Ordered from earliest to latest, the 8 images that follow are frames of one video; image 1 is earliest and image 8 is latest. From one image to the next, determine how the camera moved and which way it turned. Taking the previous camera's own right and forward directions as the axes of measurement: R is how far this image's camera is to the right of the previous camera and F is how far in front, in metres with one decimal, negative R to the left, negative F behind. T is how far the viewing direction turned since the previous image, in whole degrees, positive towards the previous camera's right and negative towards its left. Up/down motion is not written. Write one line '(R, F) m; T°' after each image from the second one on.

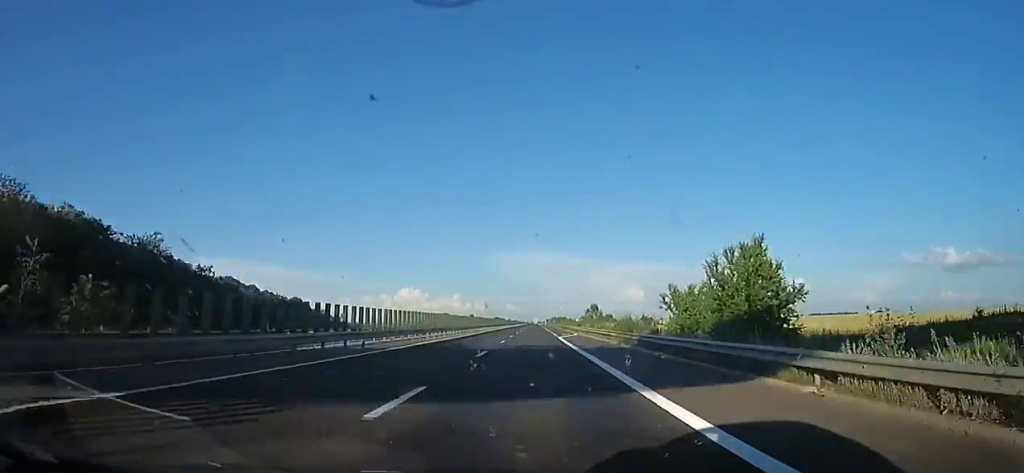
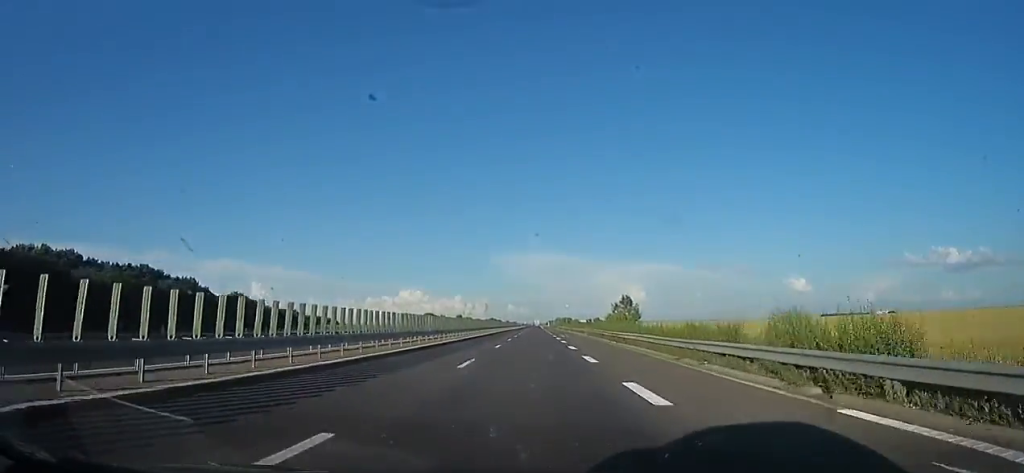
(+0.9, +52.3) m; -1°
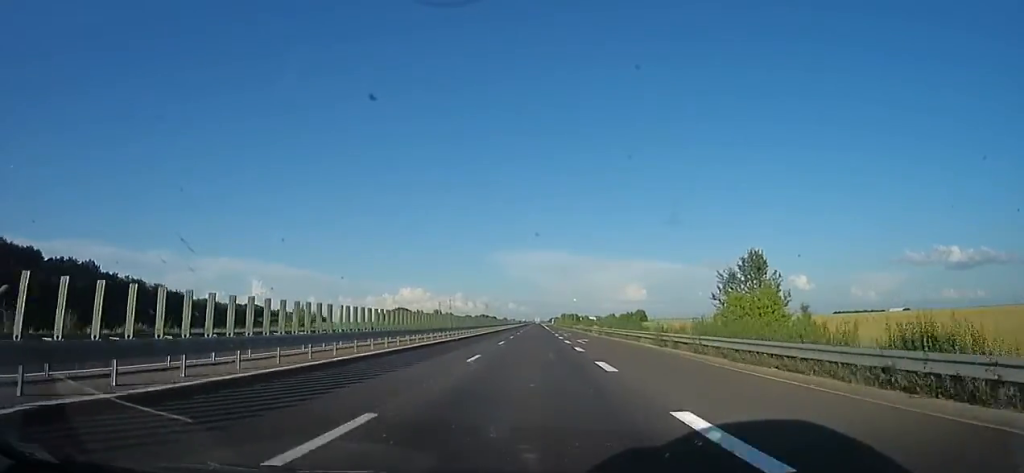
(-1.4, +59.0) m; -1°
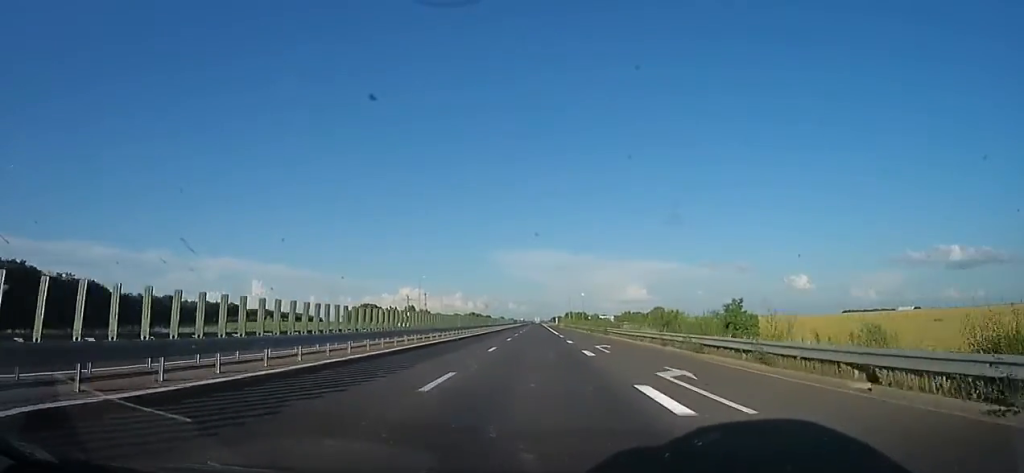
(+0.7, +42.9) m; +2°
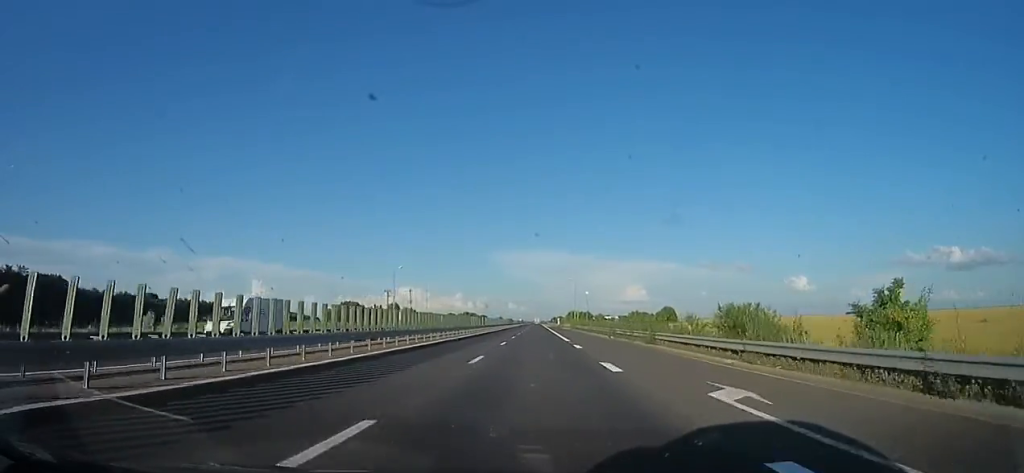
(+0.8, +17.8) m; 0°
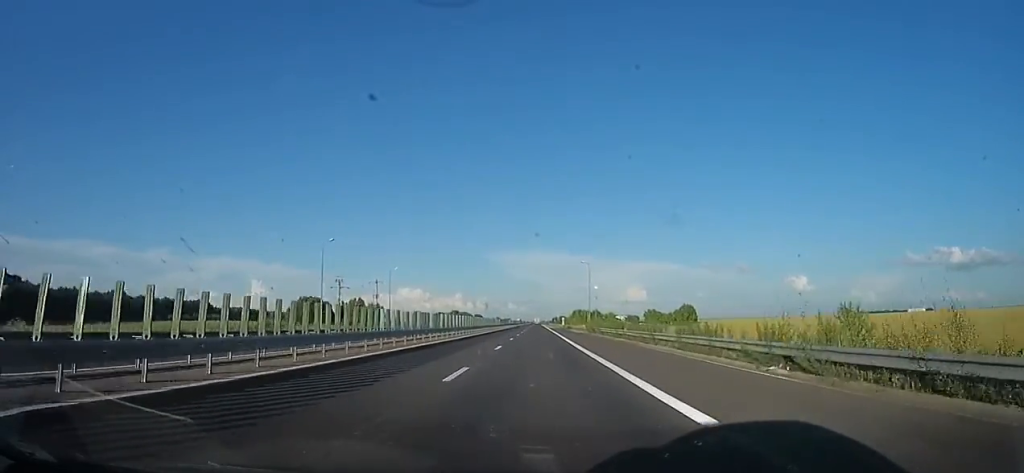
(-0.5, +28.4) m; -1°
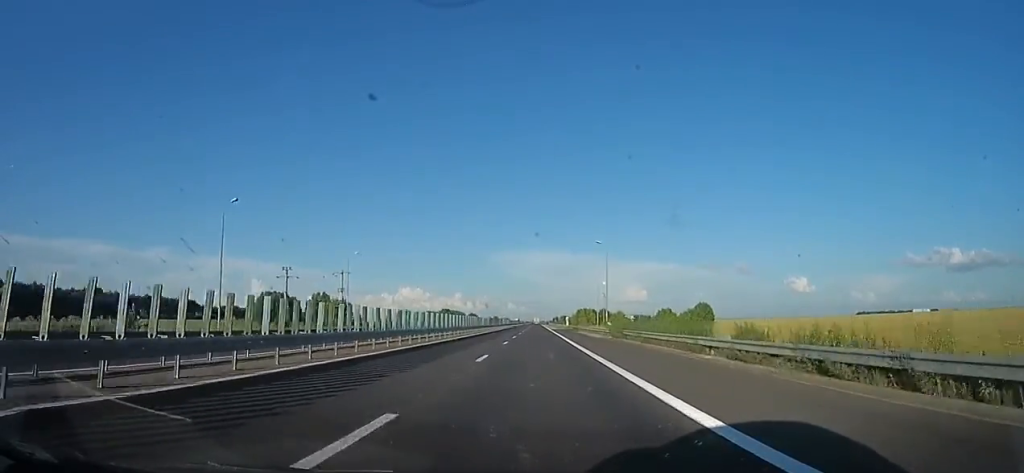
(-0.3, +18.9) m; -1°
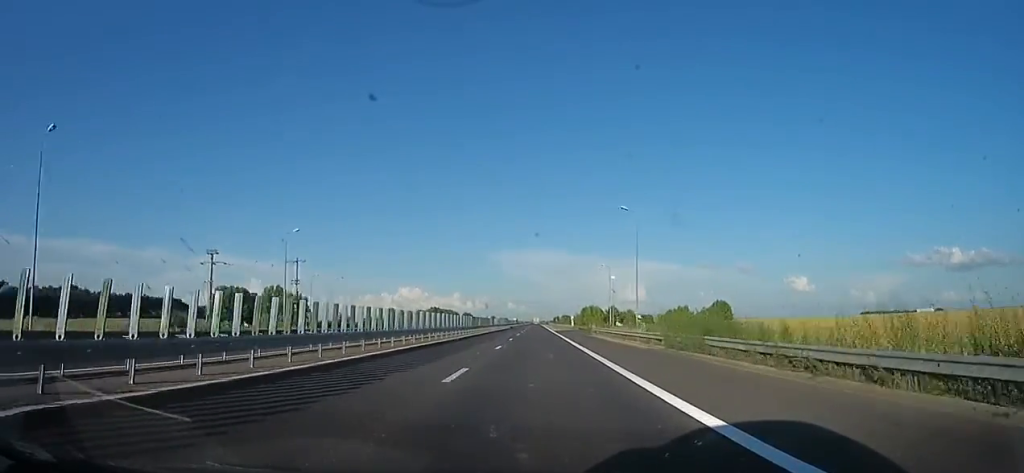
(0.0, +17.2) m; 0°
